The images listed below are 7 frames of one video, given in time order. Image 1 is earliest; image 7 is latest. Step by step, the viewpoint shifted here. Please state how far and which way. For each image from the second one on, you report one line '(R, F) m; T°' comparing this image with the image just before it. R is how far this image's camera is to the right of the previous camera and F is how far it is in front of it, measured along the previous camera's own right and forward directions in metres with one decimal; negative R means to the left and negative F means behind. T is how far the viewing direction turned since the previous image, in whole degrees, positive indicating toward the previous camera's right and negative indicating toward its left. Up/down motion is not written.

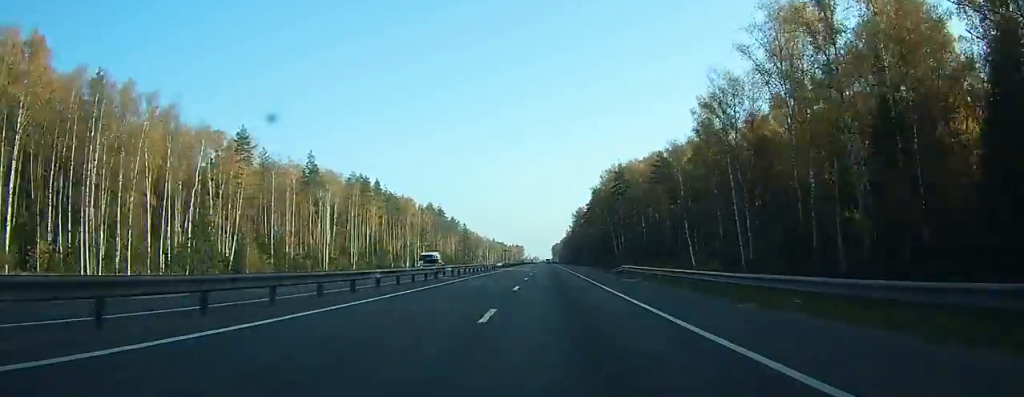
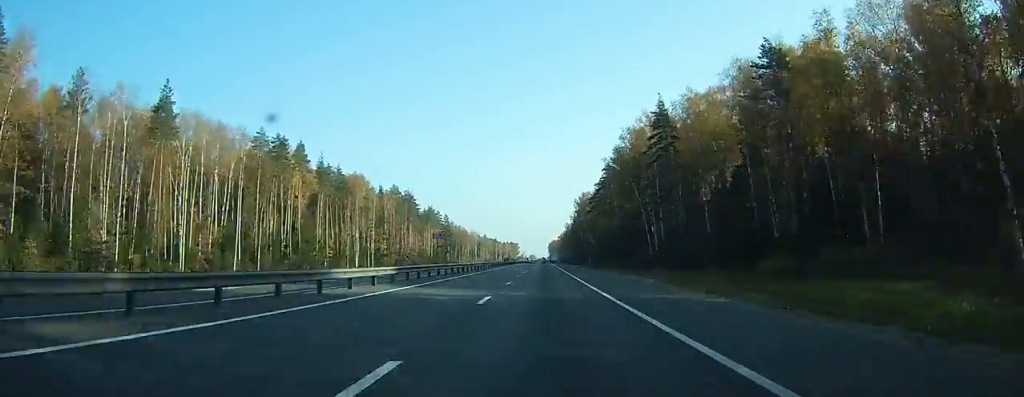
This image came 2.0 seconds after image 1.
(+0.3, +57.2) m; 0°
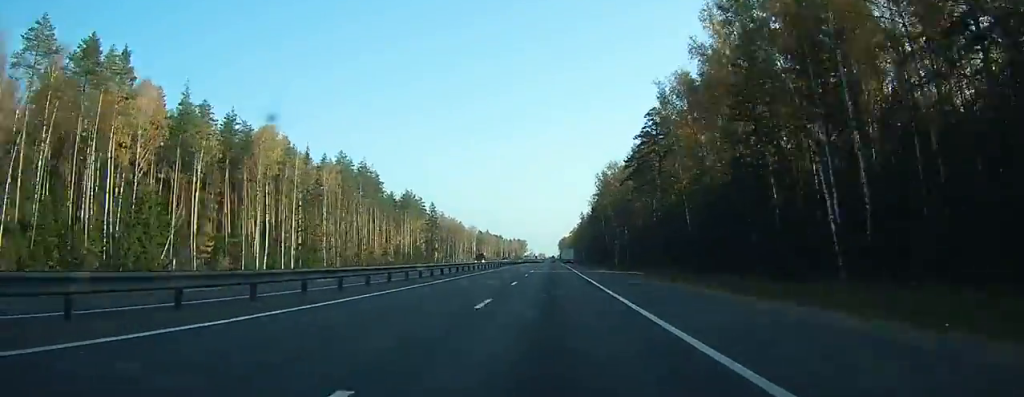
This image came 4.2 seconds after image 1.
(-0.2, +65.9) m; 0°
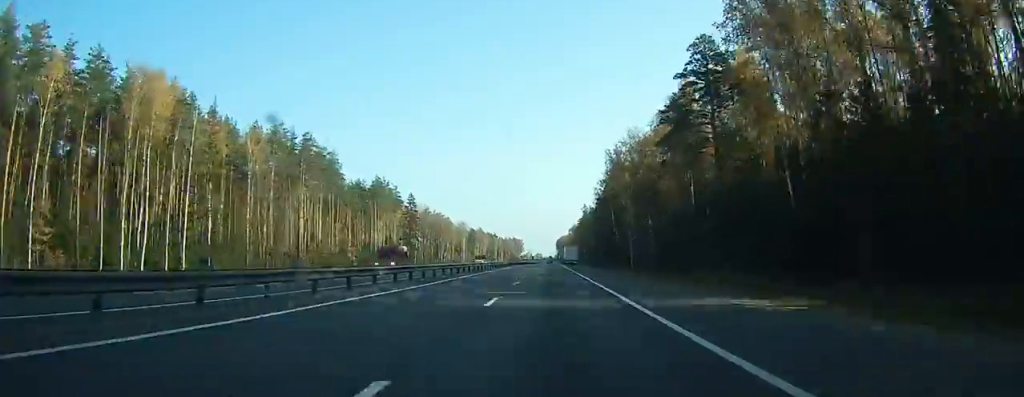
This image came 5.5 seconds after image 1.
(-0.1, +37.1) m; 0°
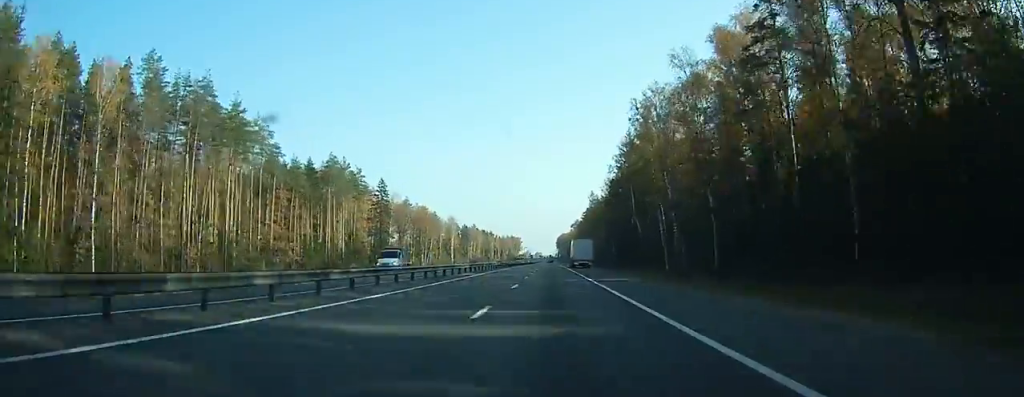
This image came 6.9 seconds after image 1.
(0.0, +39.1) m; 0°
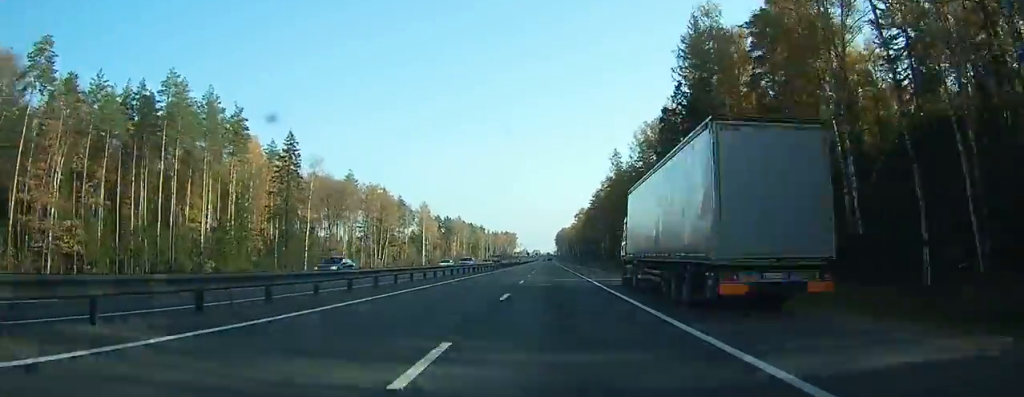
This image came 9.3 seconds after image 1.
(-0.2, +61.5) m; 0°
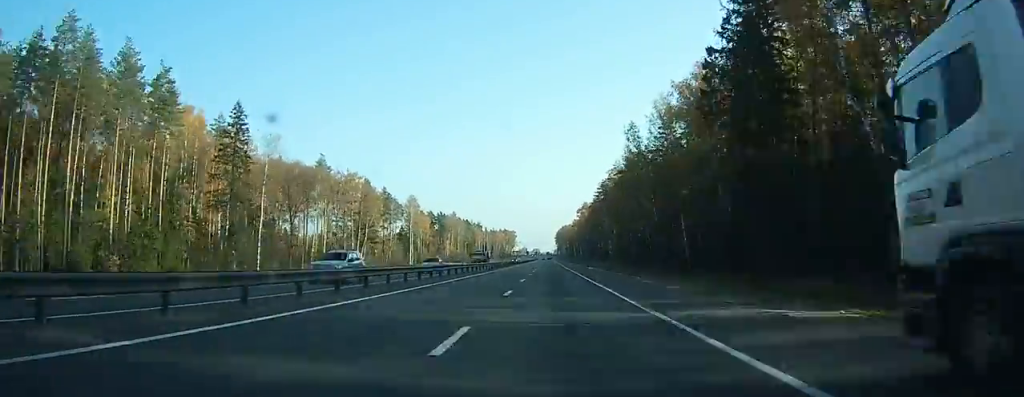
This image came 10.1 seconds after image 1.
(+0.1, +21.0) m; 0°
